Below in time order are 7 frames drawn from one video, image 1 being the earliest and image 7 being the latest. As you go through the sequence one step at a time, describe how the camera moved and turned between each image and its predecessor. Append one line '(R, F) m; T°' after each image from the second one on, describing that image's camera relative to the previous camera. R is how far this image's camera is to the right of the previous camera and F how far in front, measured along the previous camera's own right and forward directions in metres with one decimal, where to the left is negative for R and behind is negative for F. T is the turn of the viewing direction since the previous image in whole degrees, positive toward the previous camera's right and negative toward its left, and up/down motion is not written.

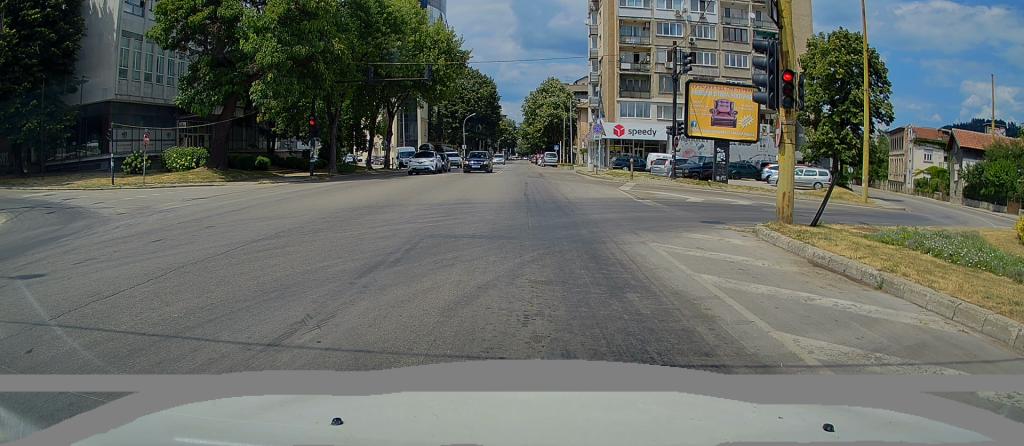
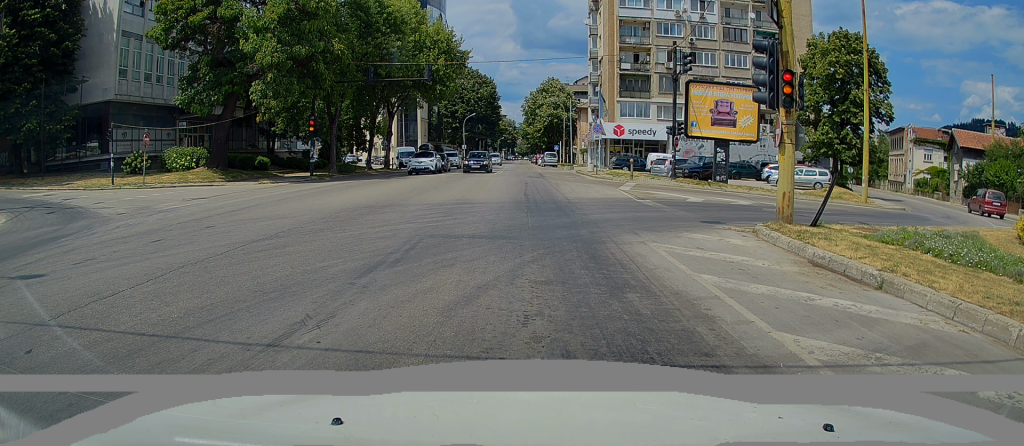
(0.0, 0.0) m; 0°
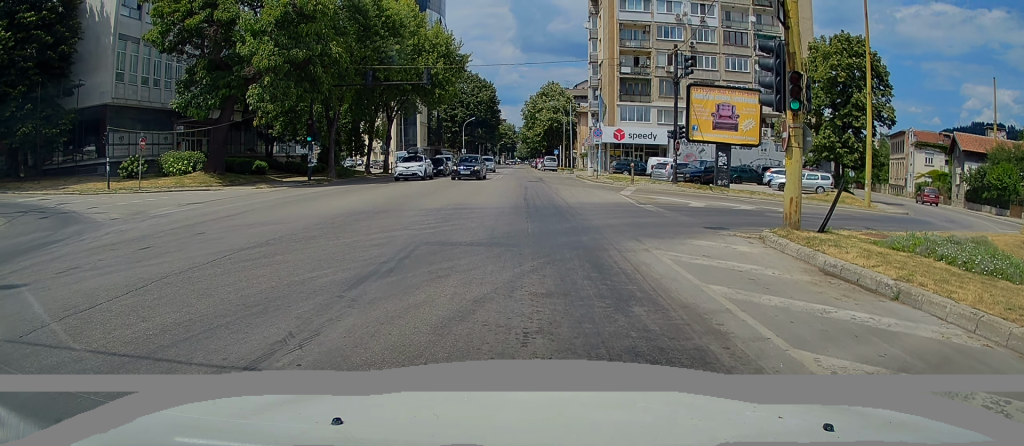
(+0.1, +0.5) m; 0°
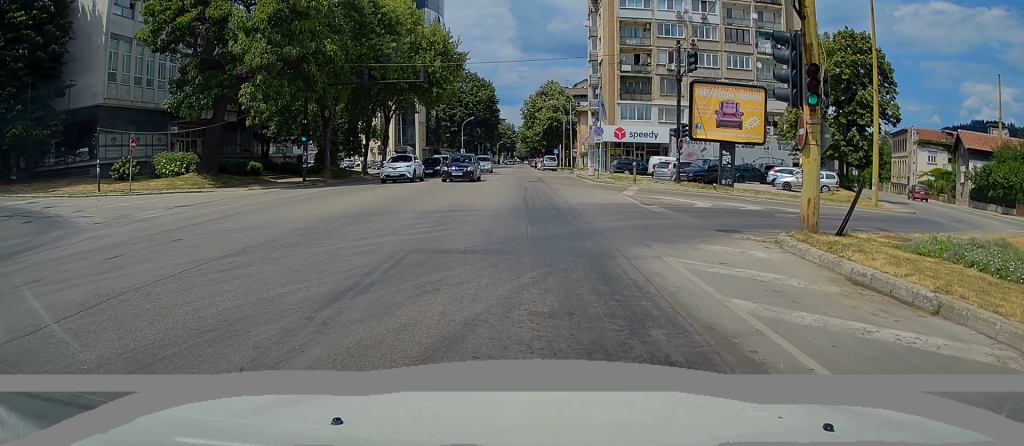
(+0.1, +0.4) m; +1°
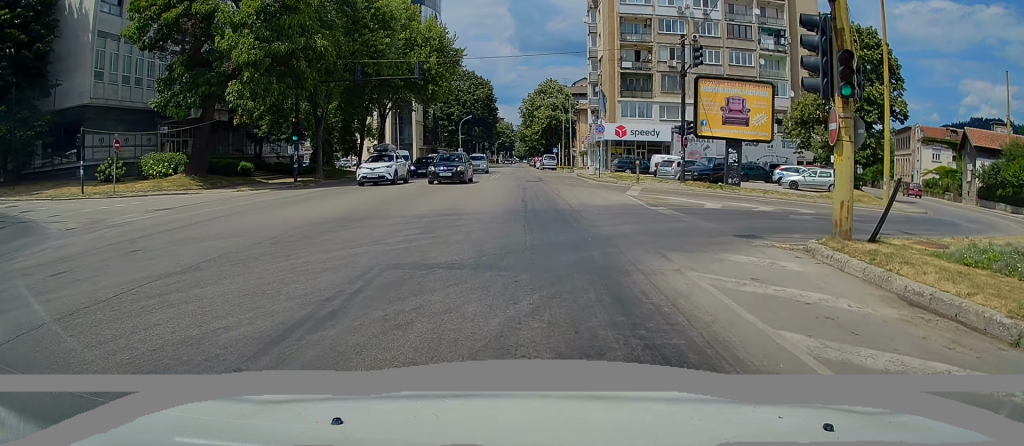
(+0.1, +0.7) m; +3°
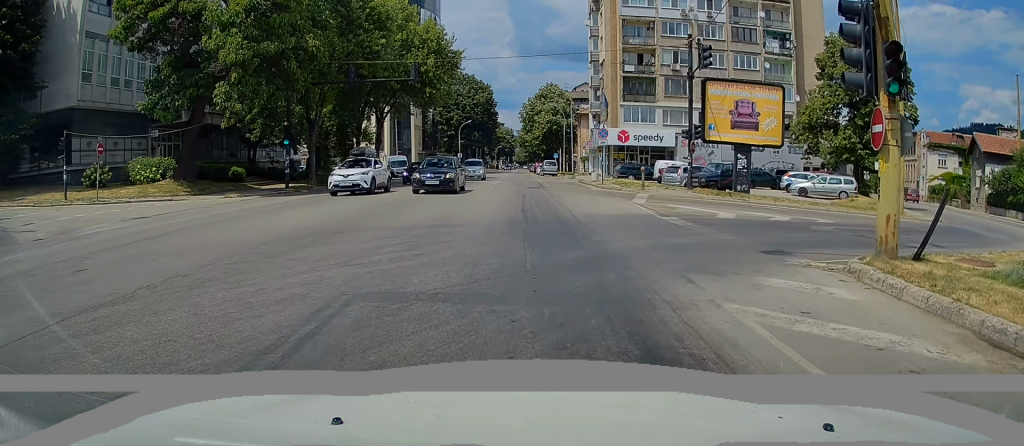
(0.0, +0.9) m; +2°
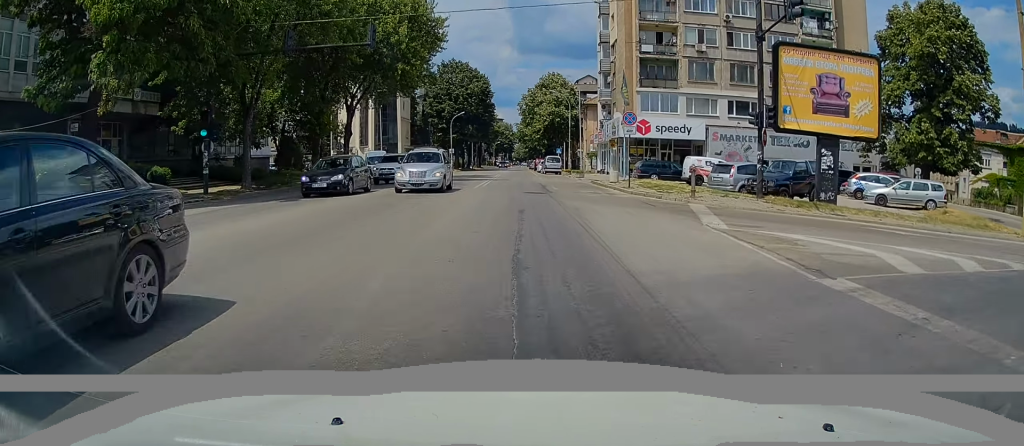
(-0.1, +8.7) m; -3°
